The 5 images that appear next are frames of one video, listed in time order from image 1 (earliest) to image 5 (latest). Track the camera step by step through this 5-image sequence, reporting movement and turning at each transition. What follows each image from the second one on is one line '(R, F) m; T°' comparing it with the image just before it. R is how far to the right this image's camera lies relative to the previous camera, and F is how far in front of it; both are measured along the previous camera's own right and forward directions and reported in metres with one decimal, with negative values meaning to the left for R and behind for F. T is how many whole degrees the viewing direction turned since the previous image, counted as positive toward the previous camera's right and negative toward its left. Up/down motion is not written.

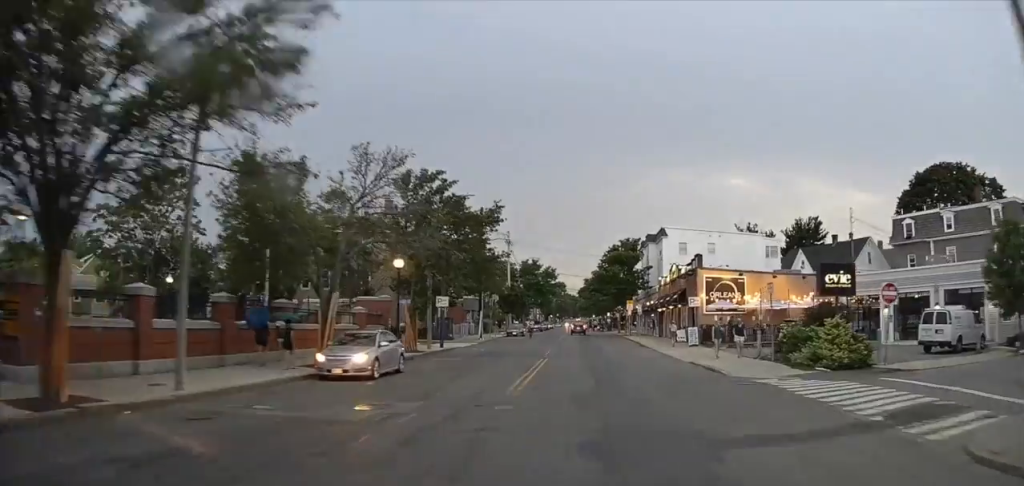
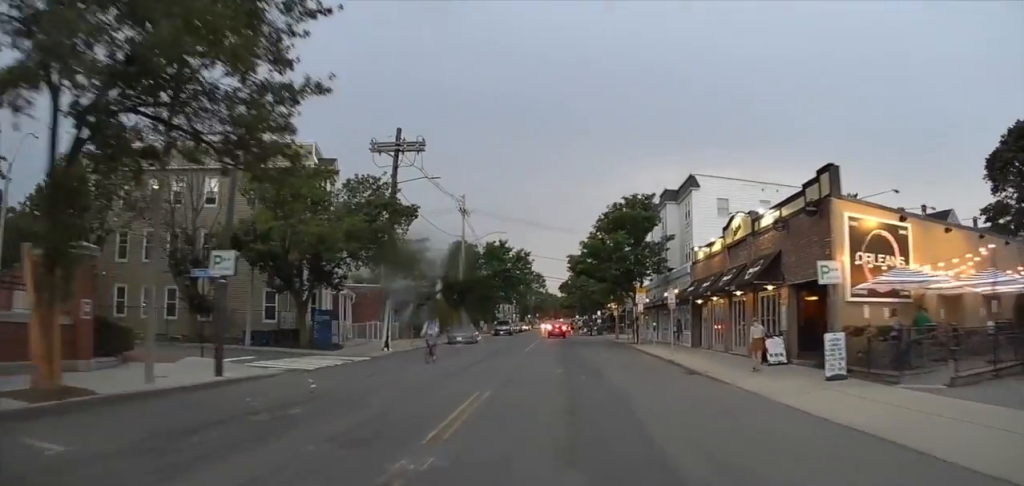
(+0.4, +24.4) m; 0°
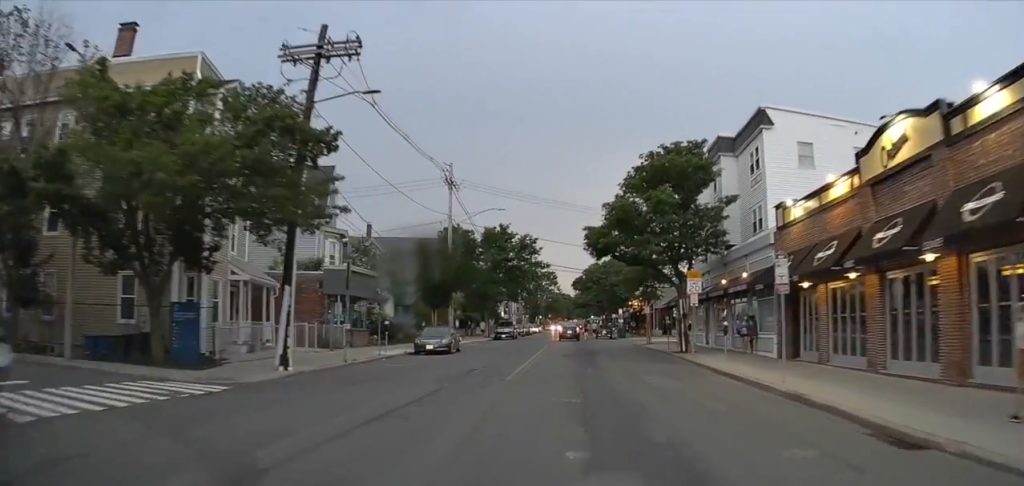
(-0.3, +13.6) m; -1°
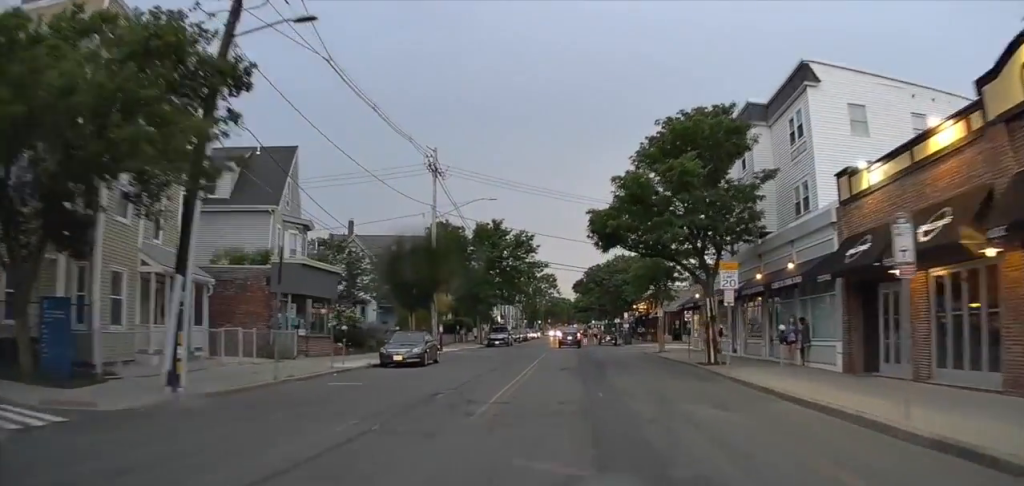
(0.0, +6.0) m; 0°
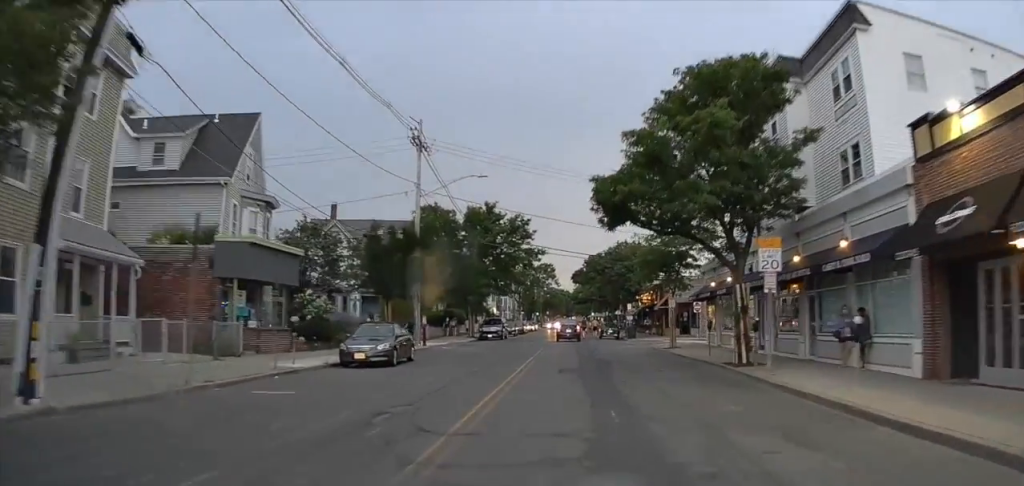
(0.0, +4.6) m; 0°
